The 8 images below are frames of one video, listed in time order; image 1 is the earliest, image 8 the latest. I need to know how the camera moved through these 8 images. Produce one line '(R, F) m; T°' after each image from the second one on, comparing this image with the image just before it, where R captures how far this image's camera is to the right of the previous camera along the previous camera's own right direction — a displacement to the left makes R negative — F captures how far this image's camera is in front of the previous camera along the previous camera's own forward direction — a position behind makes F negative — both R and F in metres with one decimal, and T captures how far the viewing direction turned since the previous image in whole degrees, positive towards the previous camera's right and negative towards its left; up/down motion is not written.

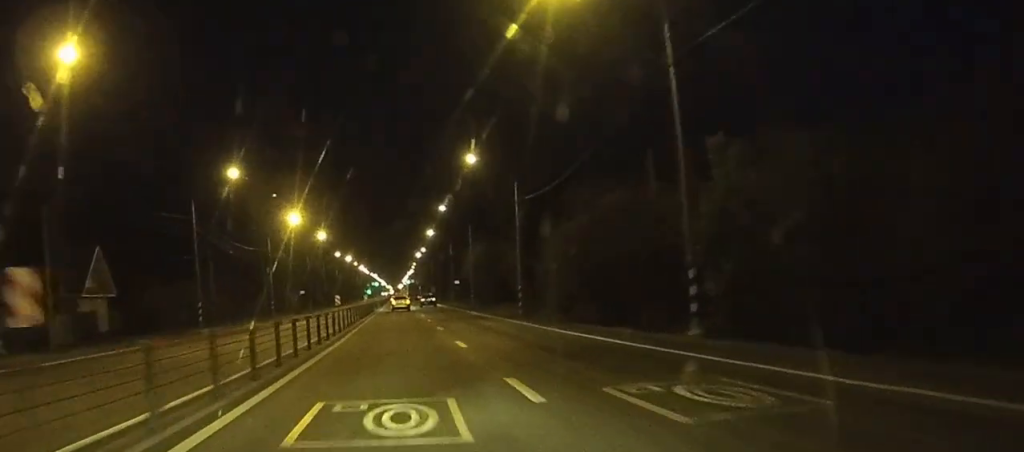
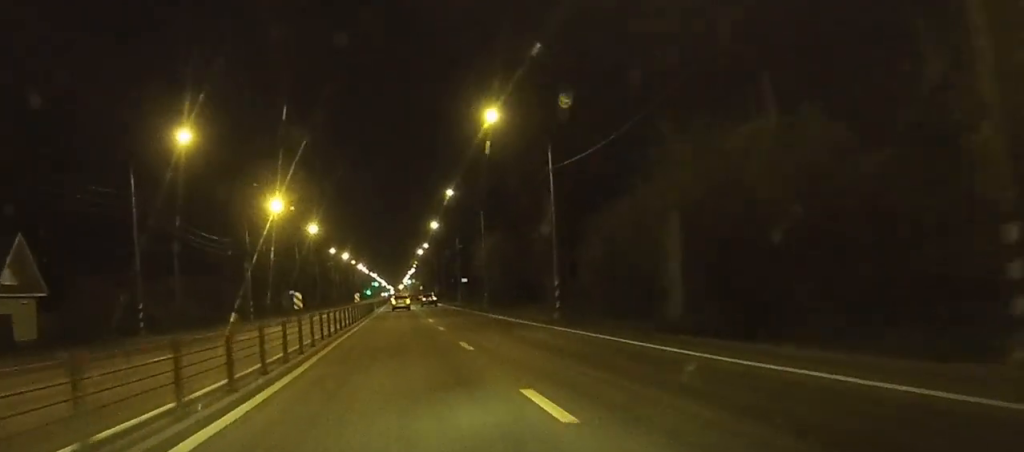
(+0.7, +14.5) m; +3°
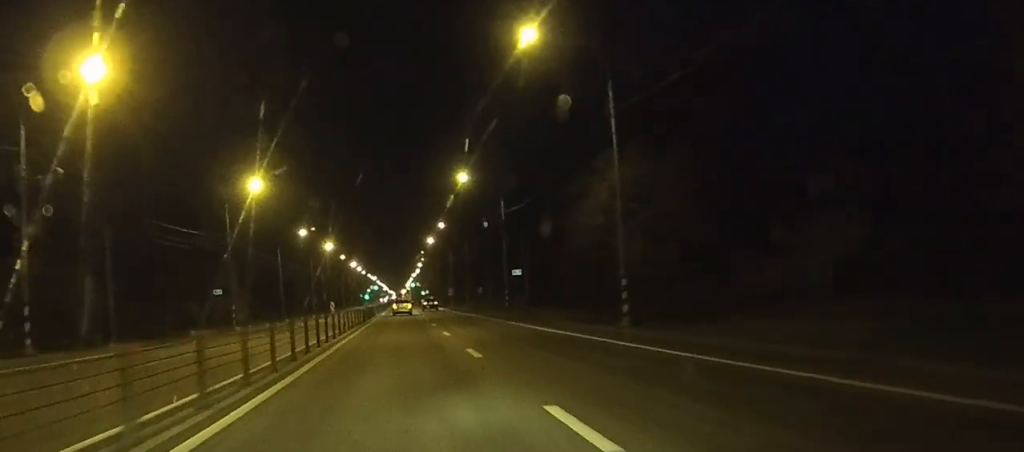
(+0.8, +50.6) m; +1°
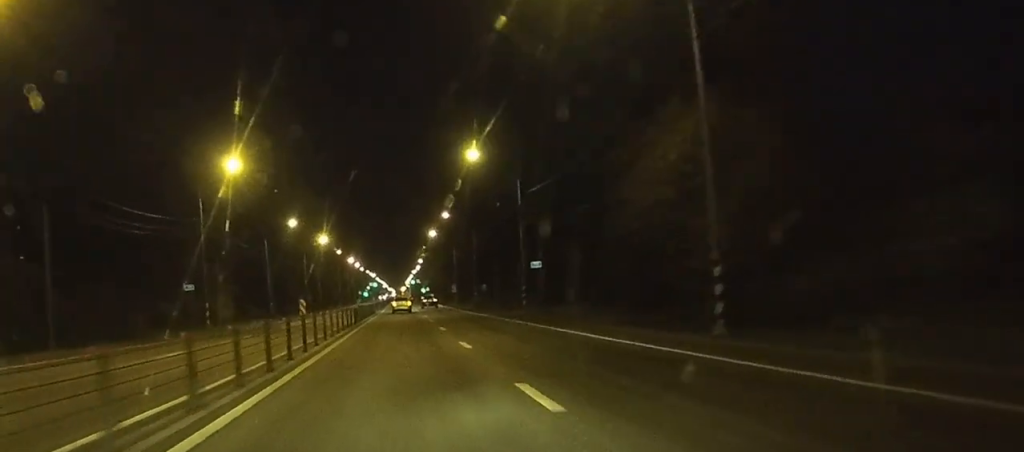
(0.0, +9.5) m; 0°
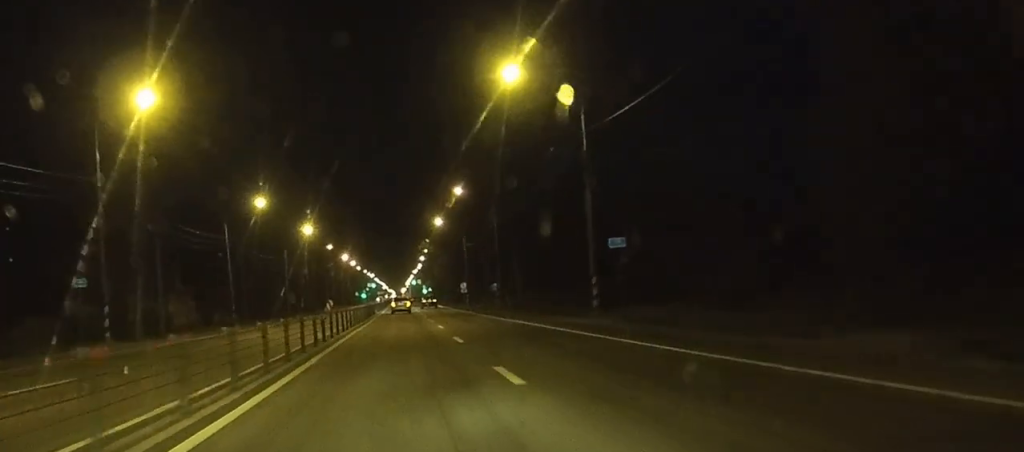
(0.0, +21.1) m; 0°
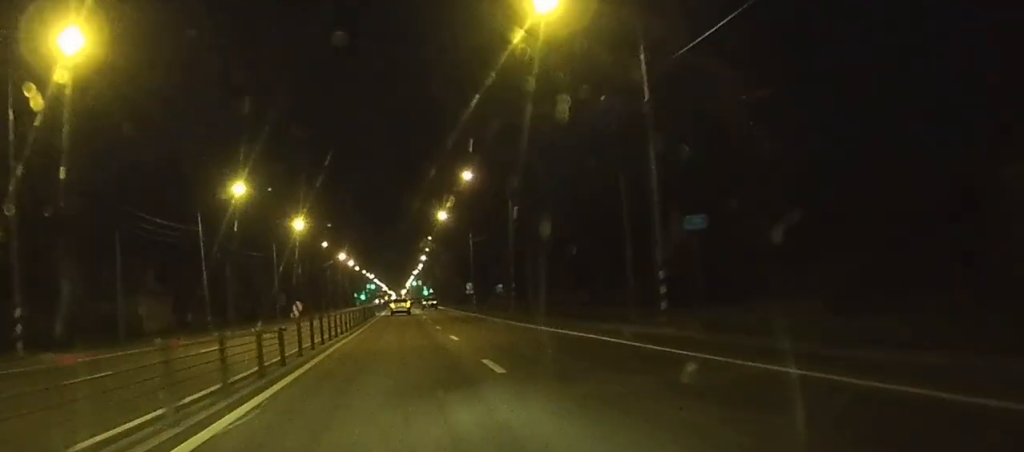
(0.0, +9.5) m; 0°
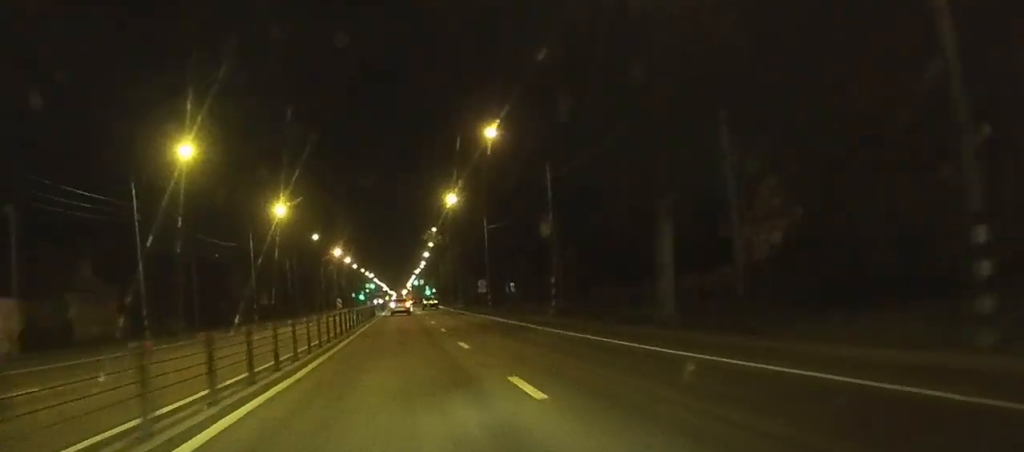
(0.0, +15.6) m; 0°
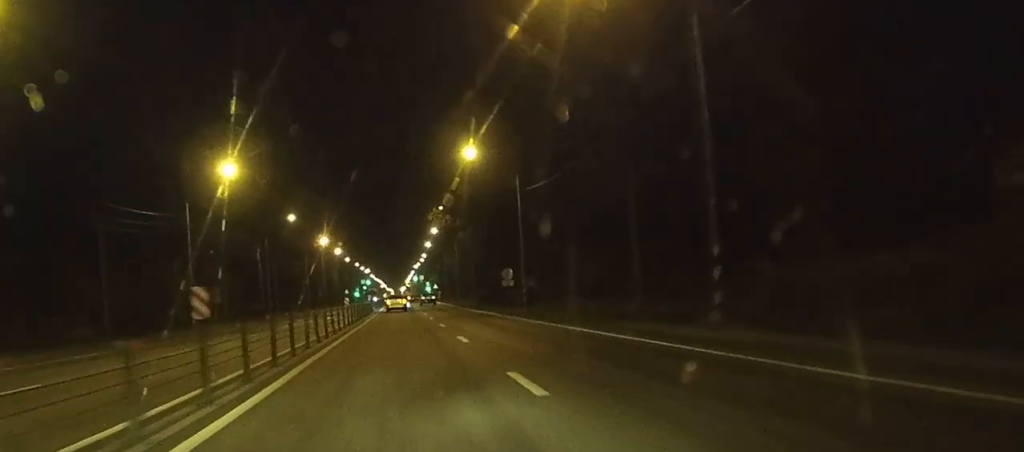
(0.0, +23.6) m; 0°
